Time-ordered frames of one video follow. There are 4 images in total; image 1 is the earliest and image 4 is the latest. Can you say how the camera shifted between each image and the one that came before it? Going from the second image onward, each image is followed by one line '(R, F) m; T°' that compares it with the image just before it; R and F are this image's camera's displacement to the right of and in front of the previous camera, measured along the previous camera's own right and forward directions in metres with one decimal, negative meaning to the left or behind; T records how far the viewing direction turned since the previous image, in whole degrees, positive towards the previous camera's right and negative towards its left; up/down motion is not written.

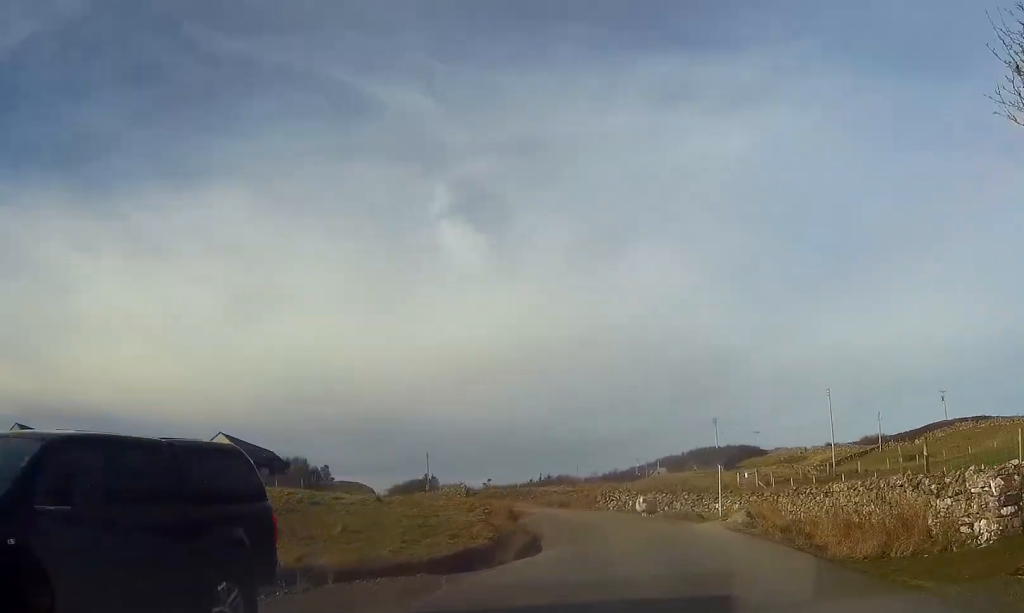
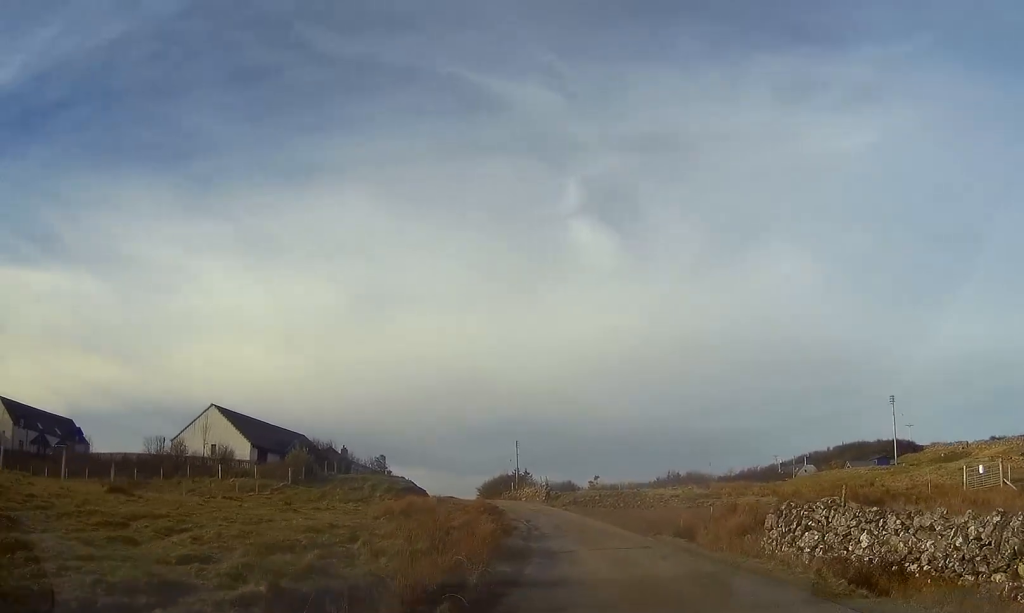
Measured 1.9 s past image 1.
(-2.2, +27.0) m; -10°
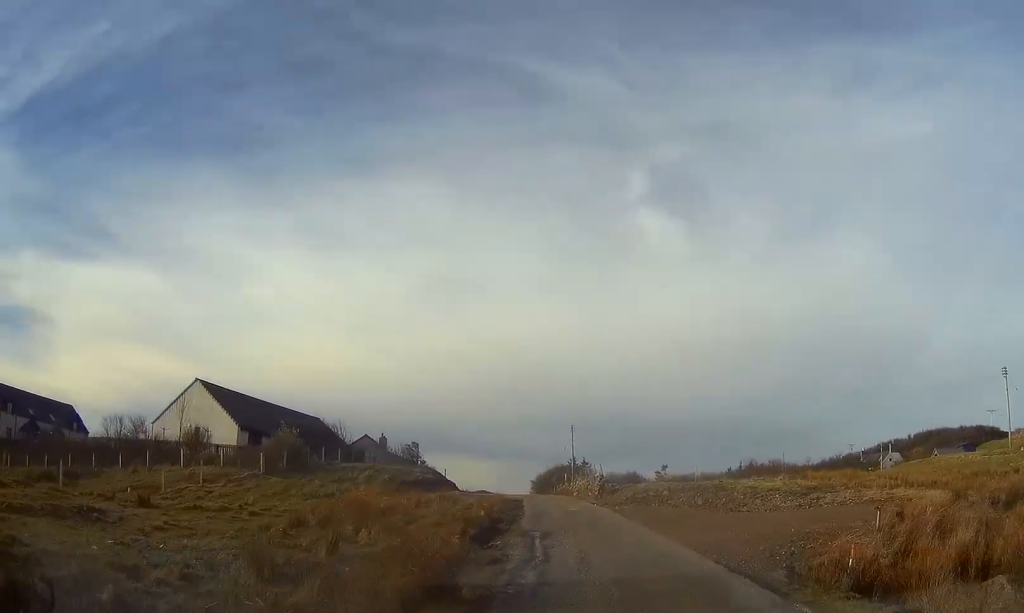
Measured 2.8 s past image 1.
(-0.6, +12.8) m; -4°
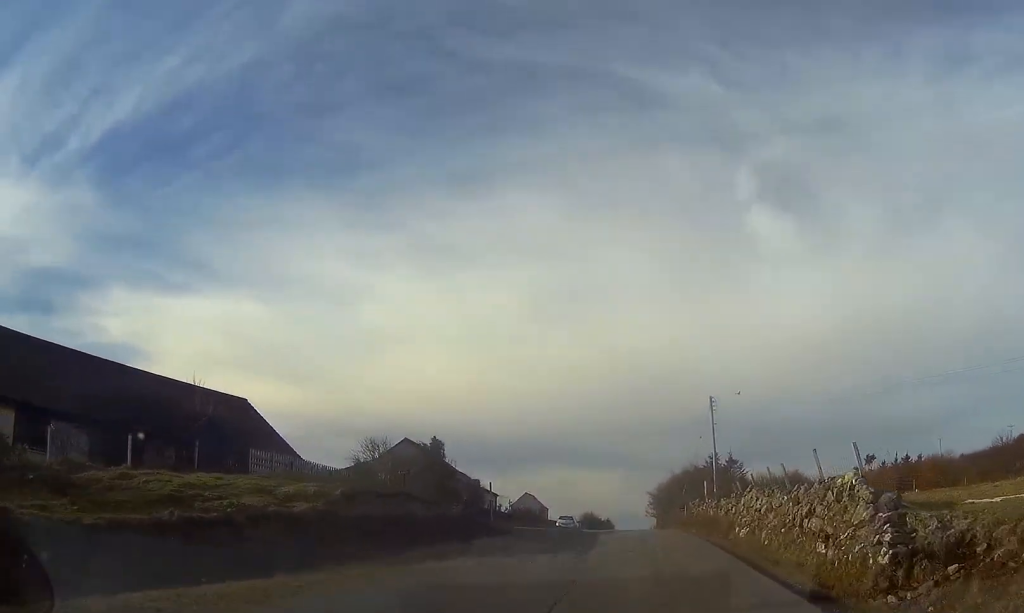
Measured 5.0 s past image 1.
(-2.3, +33.8) m; -6°
